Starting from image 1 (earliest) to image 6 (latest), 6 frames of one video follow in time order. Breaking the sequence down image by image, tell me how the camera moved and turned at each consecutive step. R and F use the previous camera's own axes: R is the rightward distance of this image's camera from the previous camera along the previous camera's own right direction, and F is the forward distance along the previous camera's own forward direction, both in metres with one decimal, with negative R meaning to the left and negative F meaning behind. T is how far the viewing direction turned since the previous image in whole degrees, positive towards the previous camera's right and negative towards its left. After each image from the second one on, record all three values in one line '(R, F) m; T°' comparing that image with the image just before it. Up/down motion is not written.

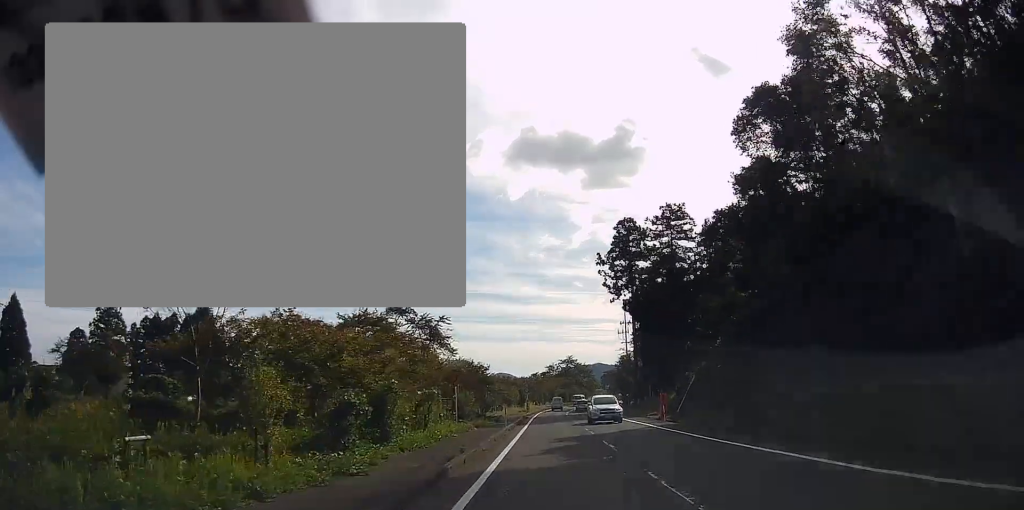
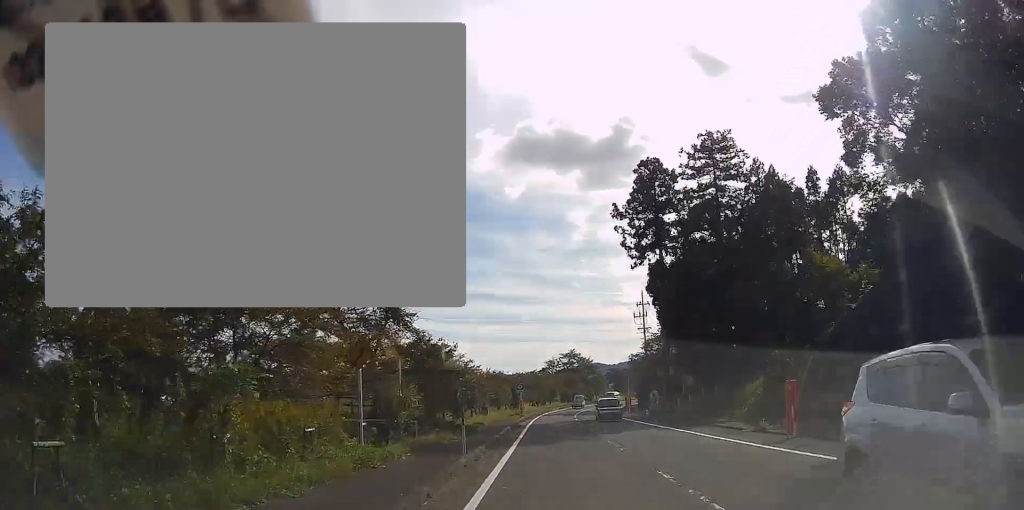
(+0.2, +21.0) m; 0°
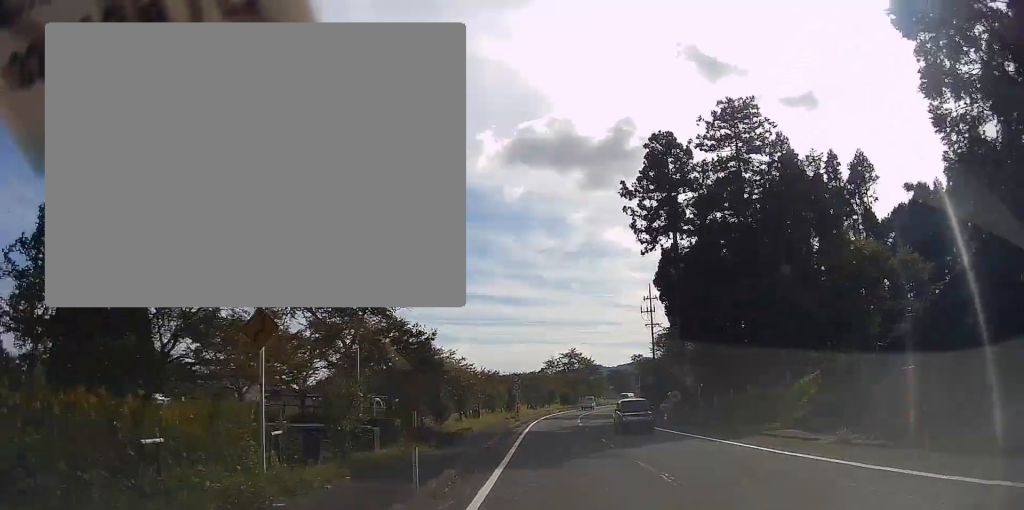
(-0.2, +6.7) m; 0°
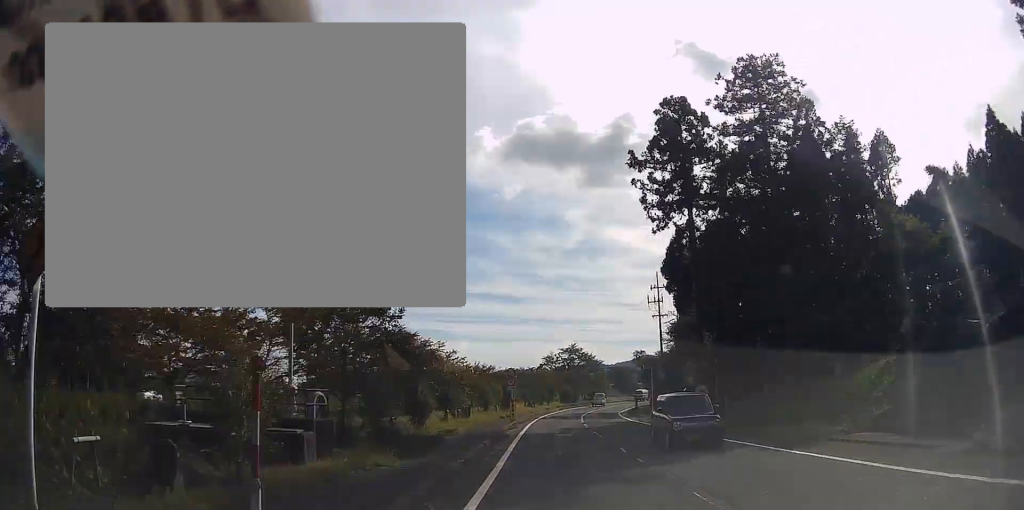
(-0.2, +6.2) m; 0°
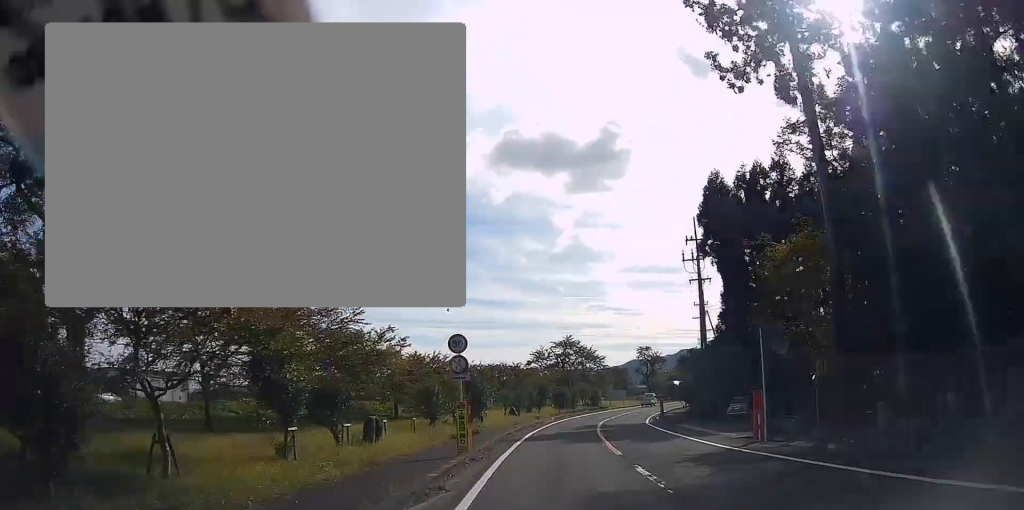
(+1.2, +23.4) m; +1°
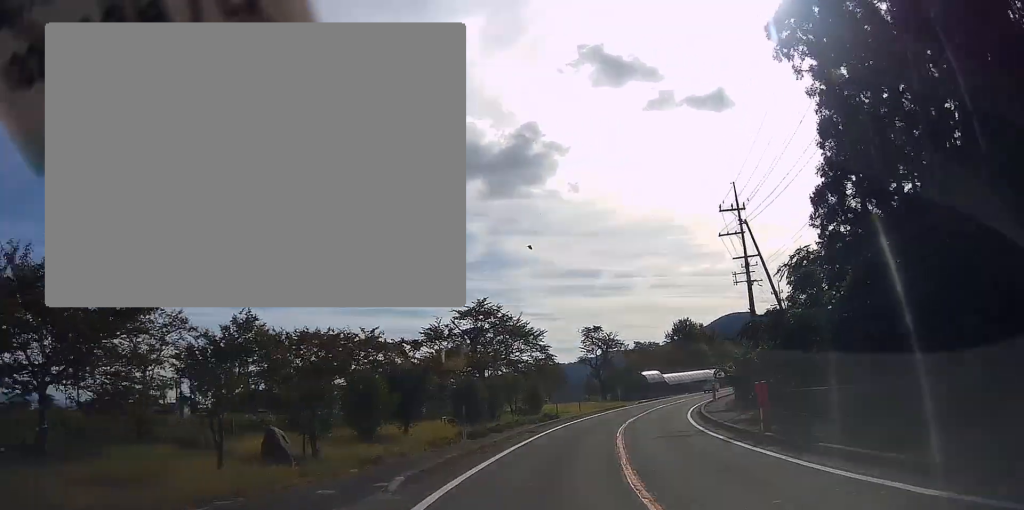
(-1.0, +40.3) m; +4°
